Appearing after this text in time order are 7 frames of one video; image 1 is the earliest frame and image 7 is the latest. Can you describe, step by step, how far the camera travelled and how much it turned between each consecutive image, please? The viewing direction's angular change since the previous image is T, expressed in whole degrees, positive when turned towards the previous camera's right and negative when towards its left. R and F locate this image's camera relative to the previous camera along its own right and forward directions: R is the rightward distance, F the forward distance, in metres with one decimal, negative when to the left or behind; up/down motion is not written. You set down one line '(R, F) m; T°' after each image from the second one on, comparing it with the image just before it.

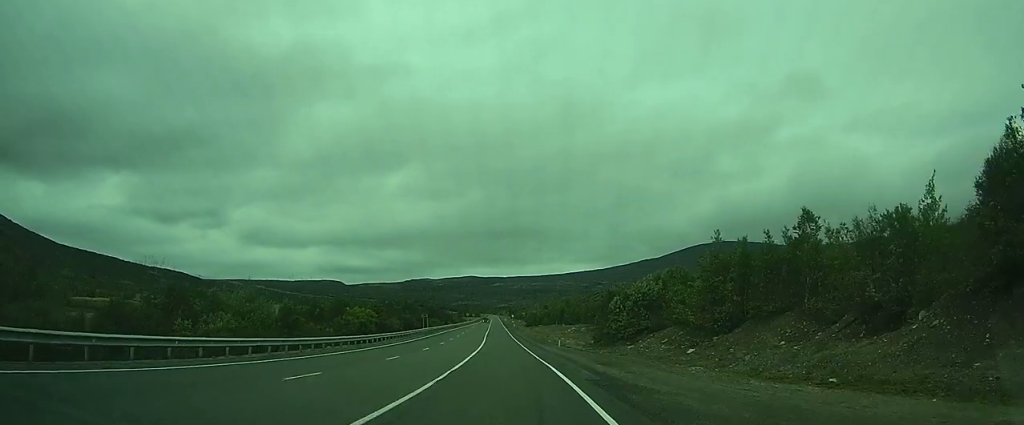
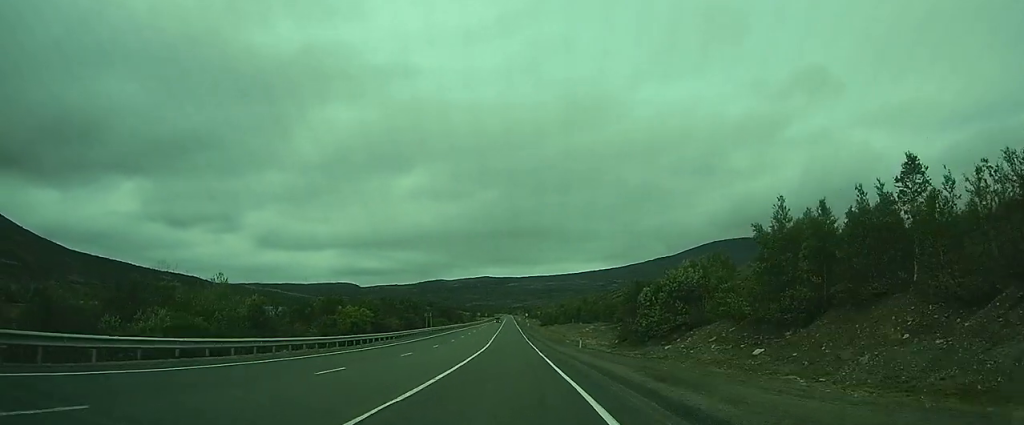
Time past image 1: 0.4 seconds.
(-0.1, +9.5) m; -1°
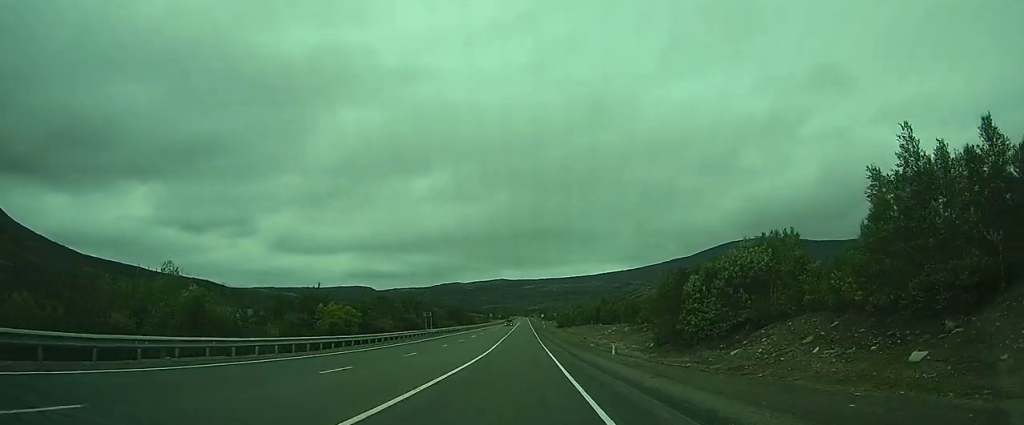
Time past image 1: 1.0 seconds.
(-0.3, +11.7) m; -1°
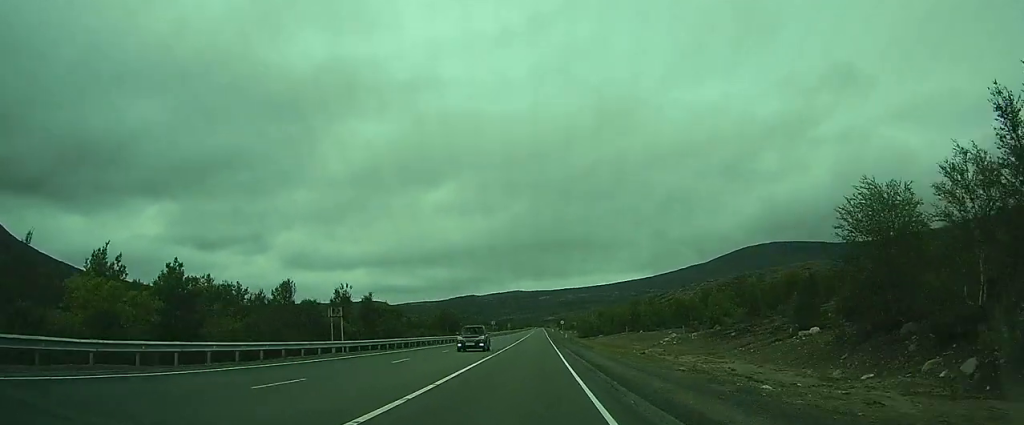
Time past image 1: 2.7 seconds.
(-0.7, +38.2) m; -3°
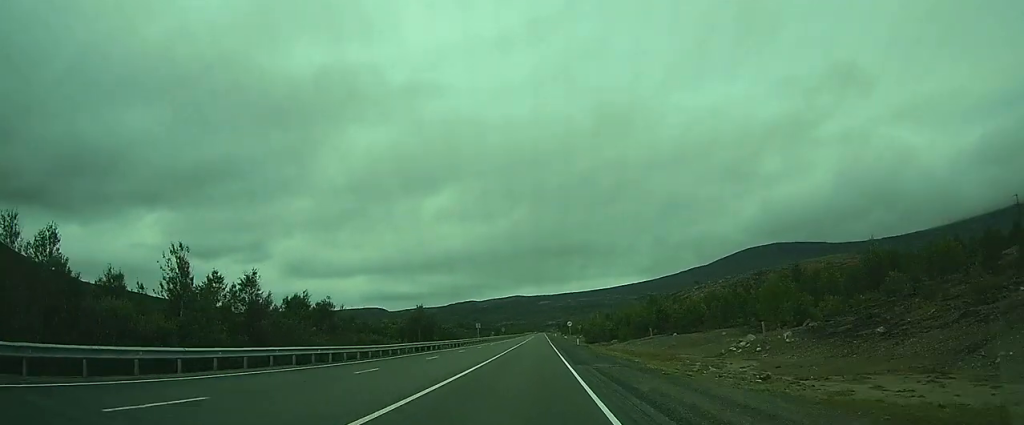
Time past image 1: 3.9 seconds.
(-0.8, +27.7) m; -2°
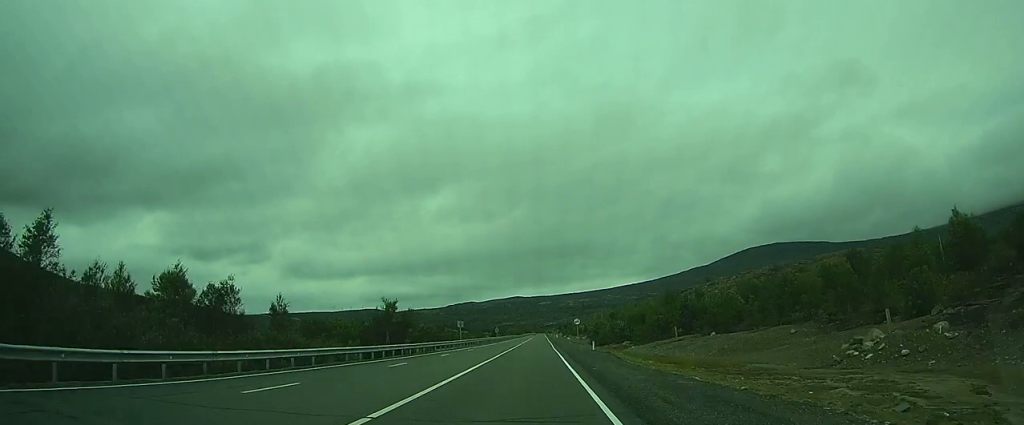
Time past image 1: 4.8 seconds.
(-0.1, +19.0) m; -1°
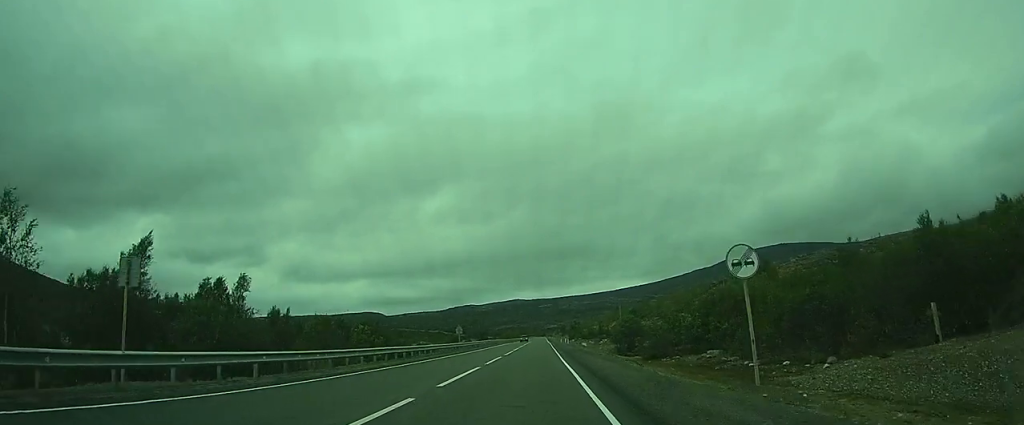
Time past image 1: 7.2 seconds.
(-0.4, +57.0) m; -1°
